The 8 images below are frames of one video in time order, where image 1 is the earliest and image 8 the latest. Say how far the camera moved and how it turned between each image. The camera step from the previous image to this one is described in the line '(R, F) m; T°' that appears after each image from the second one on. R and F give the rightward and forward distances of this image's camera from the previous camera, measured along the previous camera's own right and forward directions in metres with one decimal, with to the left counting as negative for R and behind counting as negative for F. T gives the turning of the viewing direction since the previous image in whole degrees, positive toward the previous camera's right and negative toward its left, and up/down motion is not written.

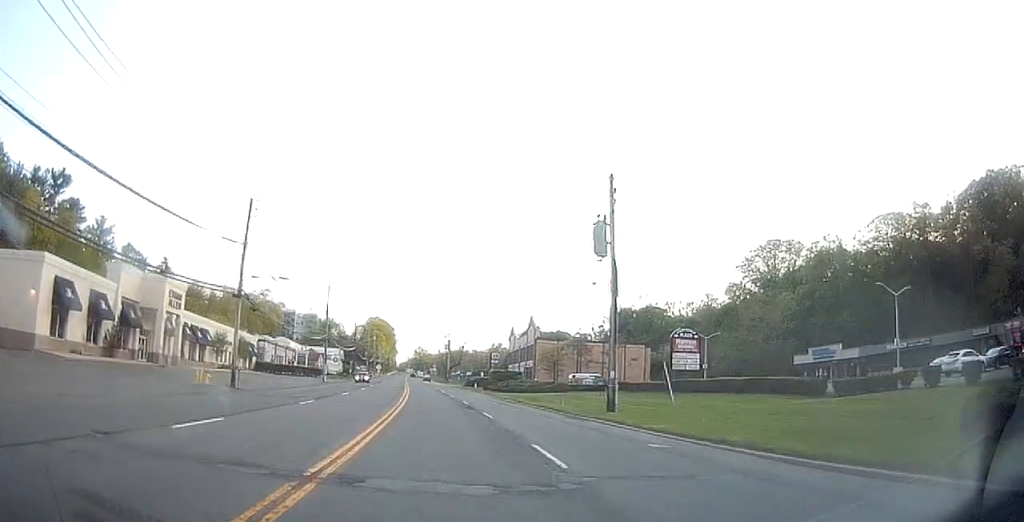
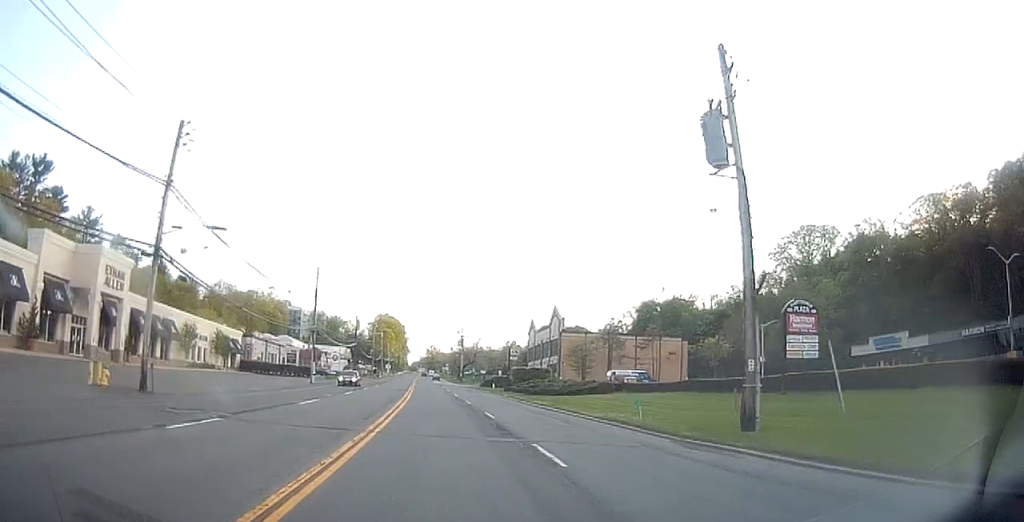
(-0.2, +12.7) m; -1°
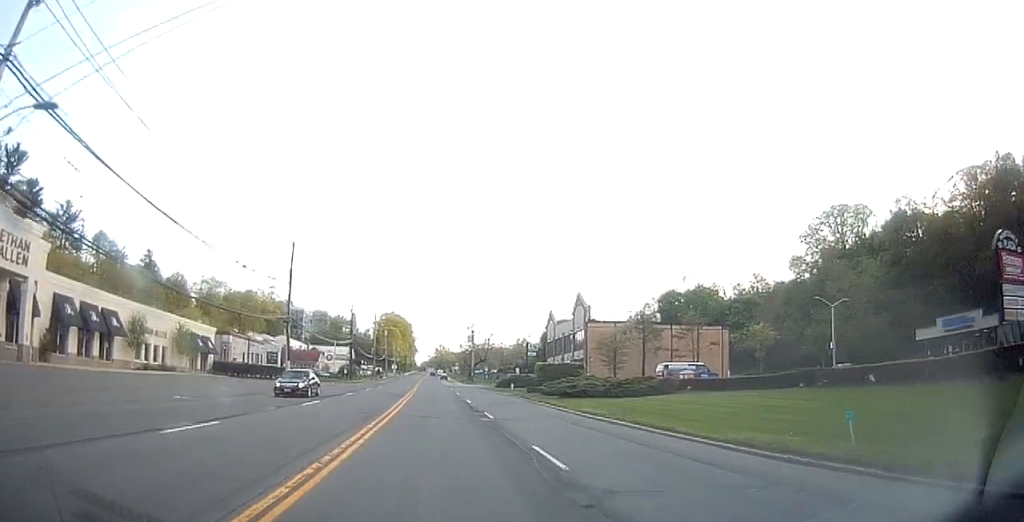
(-0.1, +12.8) m; -1°
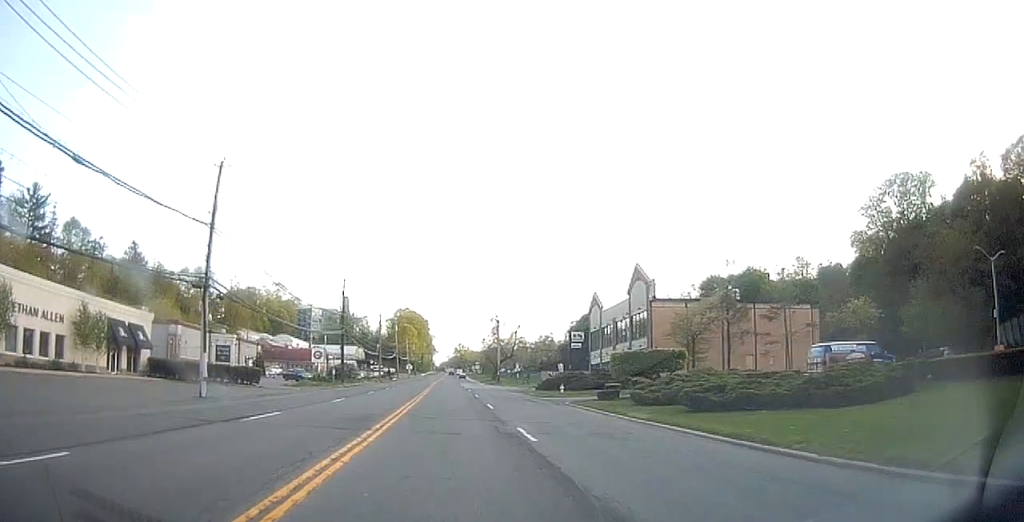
(-0.1, +20.2) m; -1°
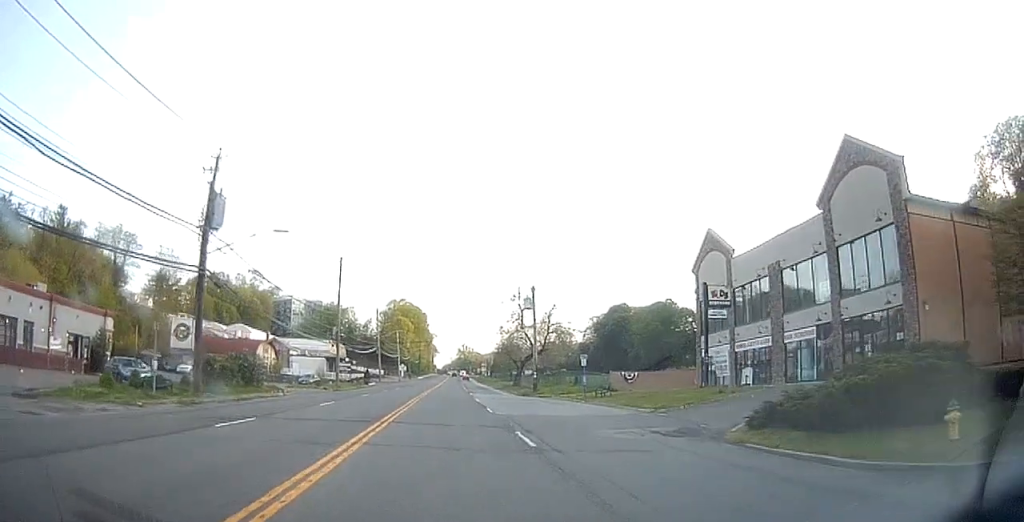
(-0.5, +39.5) m; 0°
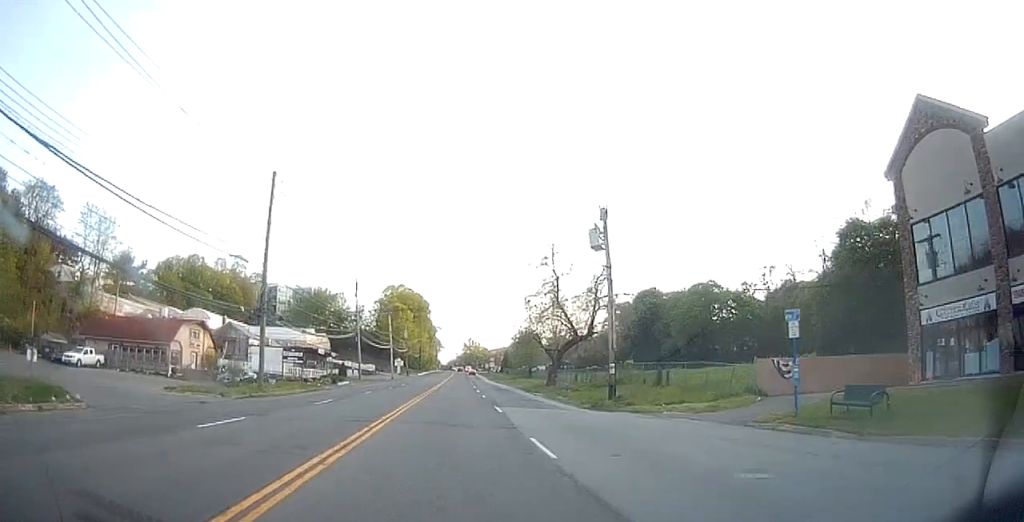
(+0.4, +26.1) m; 0°
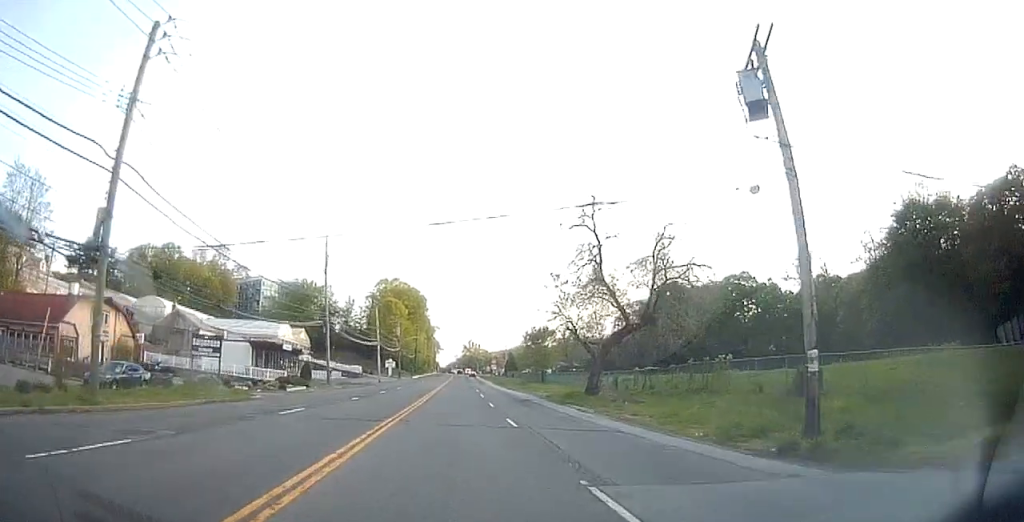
(-0.4, +18.1) m; 0°
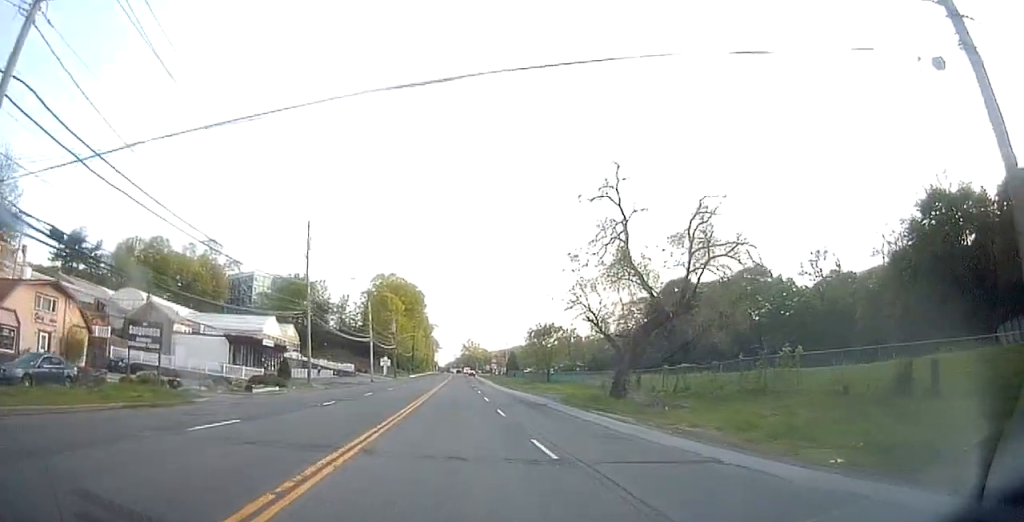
(+0.1, +7.0) m; 0°
